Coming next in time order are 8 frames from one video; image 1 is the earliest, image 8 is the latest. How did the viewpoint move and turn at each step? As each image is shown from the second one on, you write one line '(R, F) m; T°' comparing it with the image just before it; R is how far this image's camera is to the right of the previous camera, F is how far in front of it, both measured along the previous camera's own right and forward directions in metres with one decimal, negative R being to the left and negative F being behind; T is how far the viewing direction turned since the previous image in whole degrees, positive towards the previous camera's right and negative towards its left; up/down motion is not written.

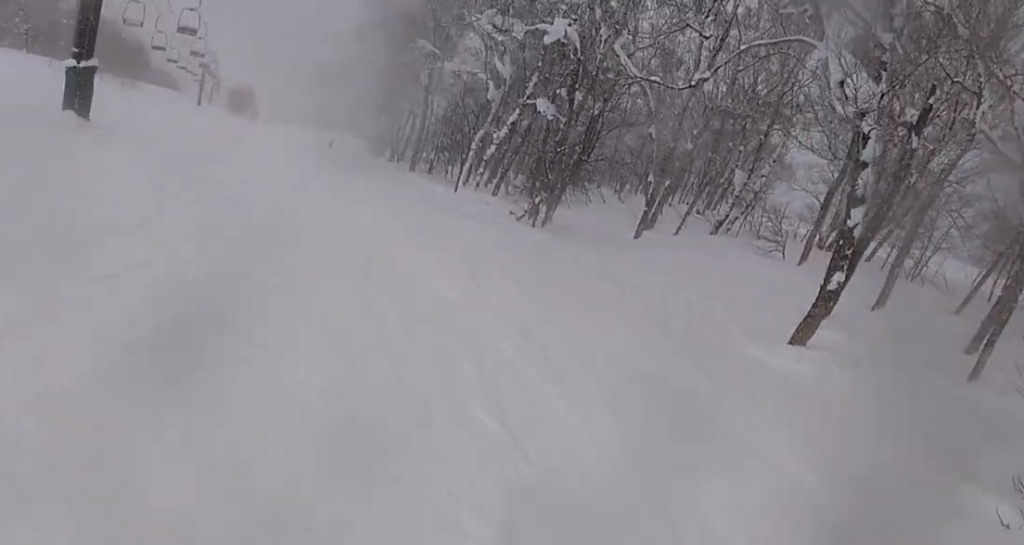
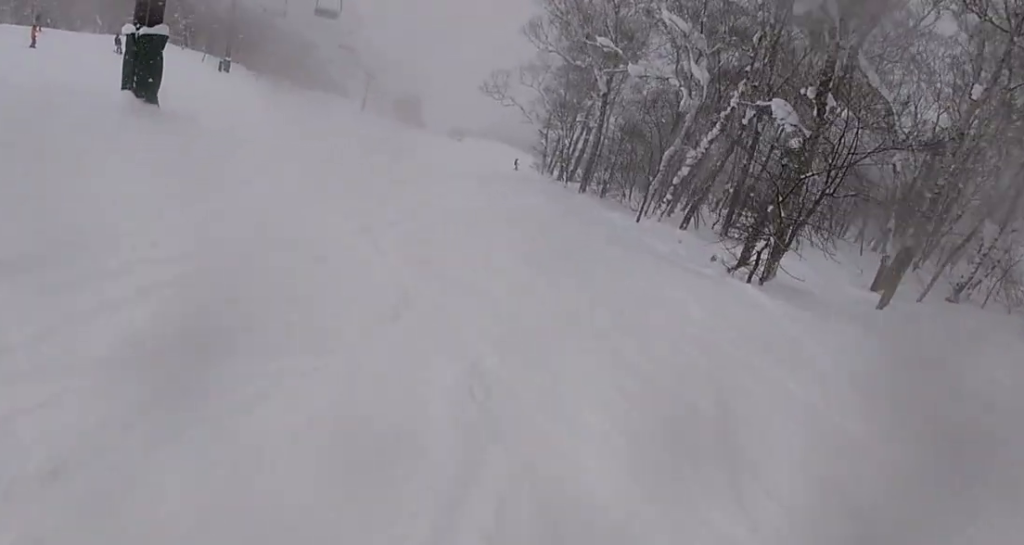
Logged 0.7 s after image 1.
(-0.7, +5.9) m; -18°
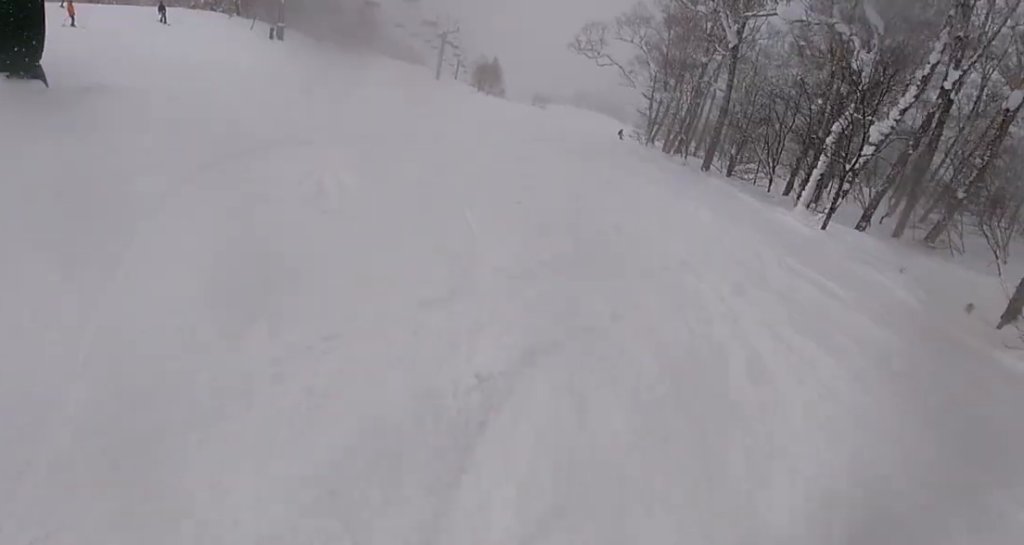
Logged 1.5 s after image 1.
(-1.5, +6.7) m; -10°
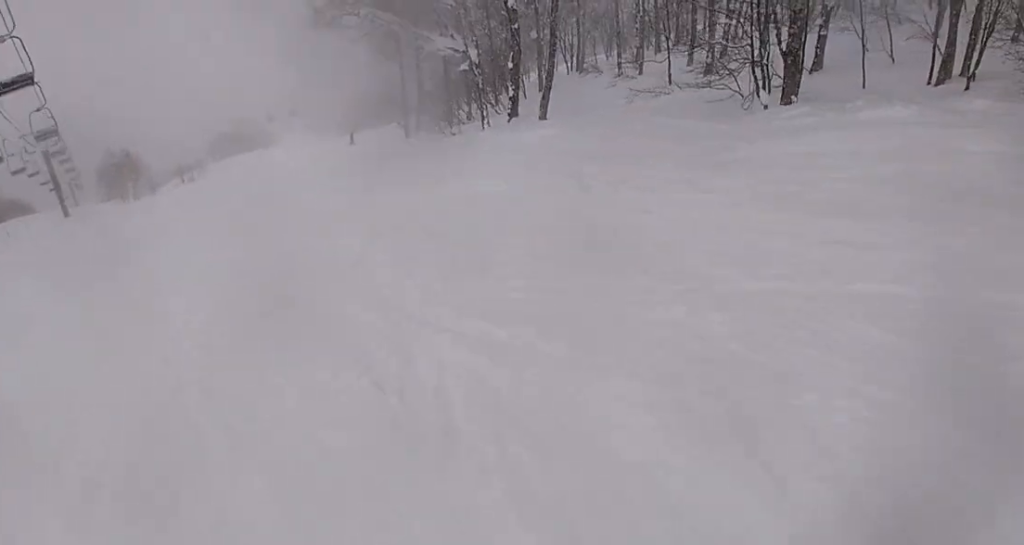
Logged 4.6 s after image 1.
(+5.7, +23.9) m; +37°
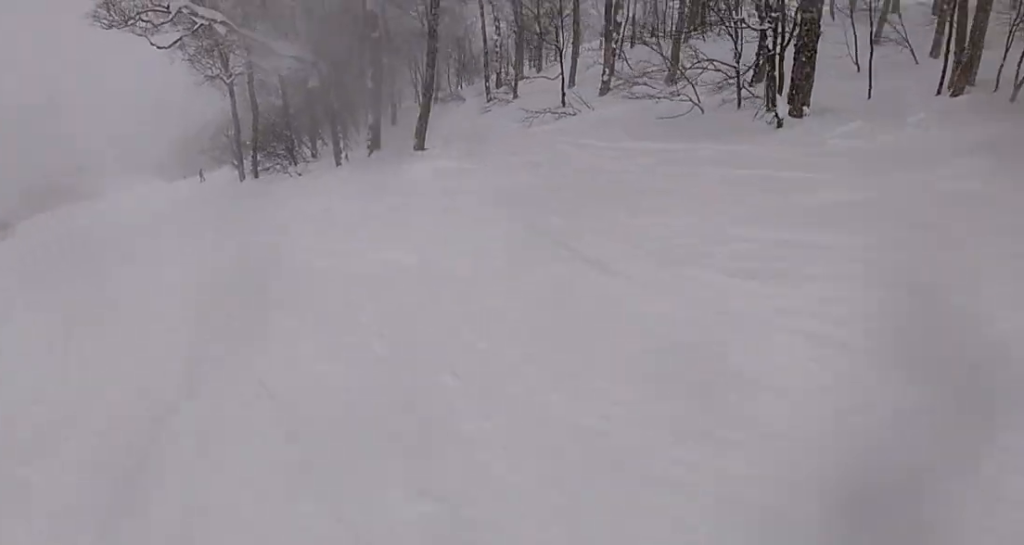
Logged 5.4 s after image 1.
(+0.5, +6.7) m; 0°
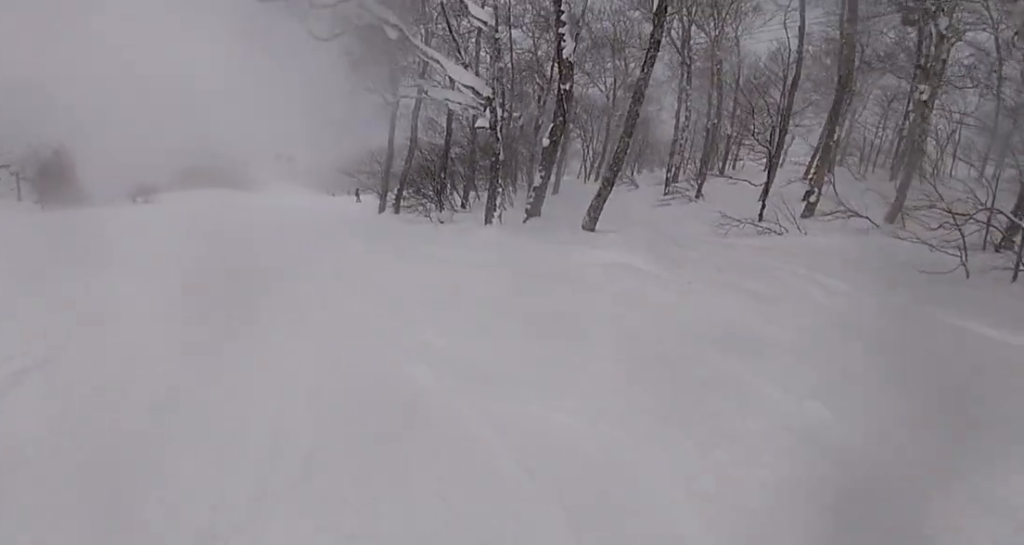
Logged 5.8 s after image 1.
(+0.1, +3.6) m; -5°
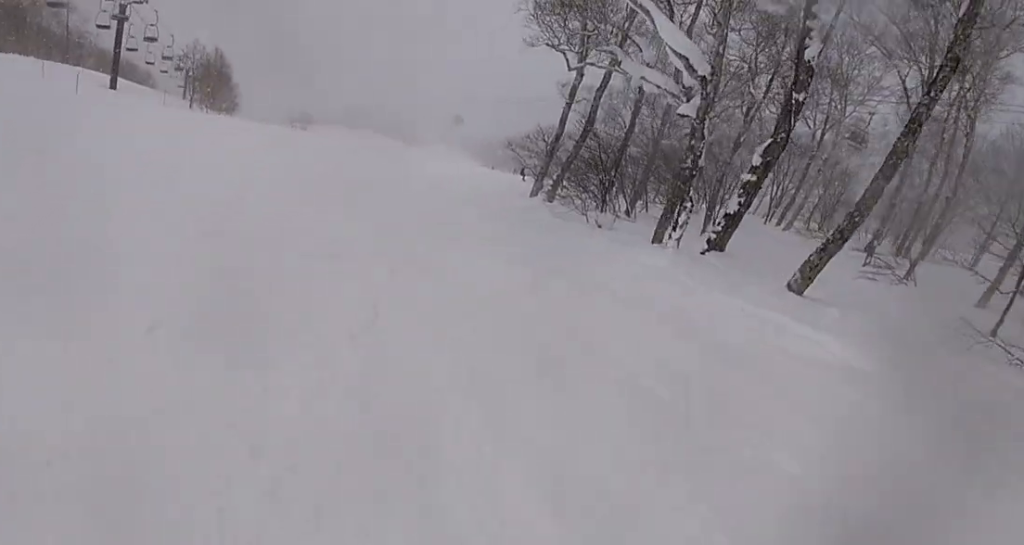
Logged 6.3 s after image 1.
(-0.3, +3.8) m; -6°
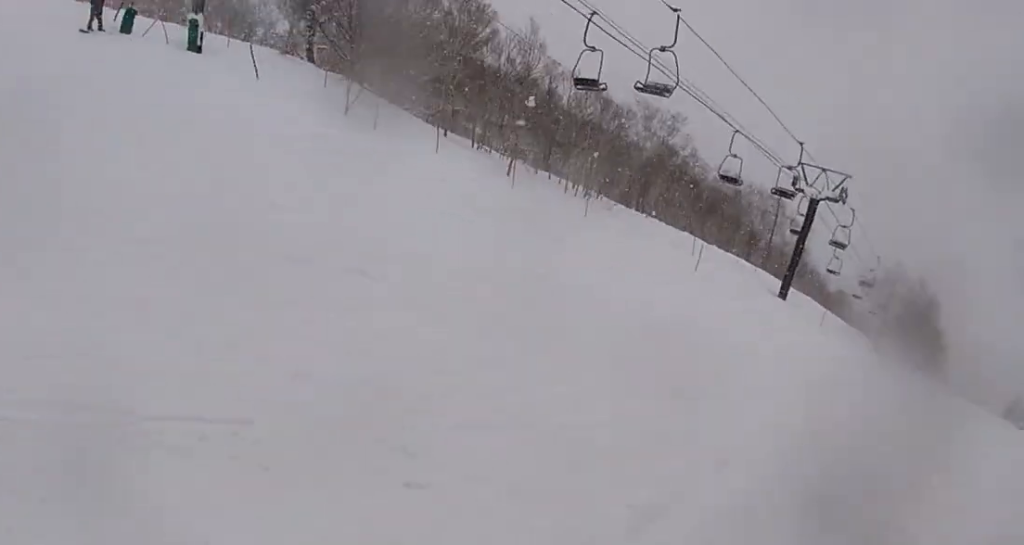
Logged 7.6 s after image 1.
(-1.7, +10.4) m; -17°
